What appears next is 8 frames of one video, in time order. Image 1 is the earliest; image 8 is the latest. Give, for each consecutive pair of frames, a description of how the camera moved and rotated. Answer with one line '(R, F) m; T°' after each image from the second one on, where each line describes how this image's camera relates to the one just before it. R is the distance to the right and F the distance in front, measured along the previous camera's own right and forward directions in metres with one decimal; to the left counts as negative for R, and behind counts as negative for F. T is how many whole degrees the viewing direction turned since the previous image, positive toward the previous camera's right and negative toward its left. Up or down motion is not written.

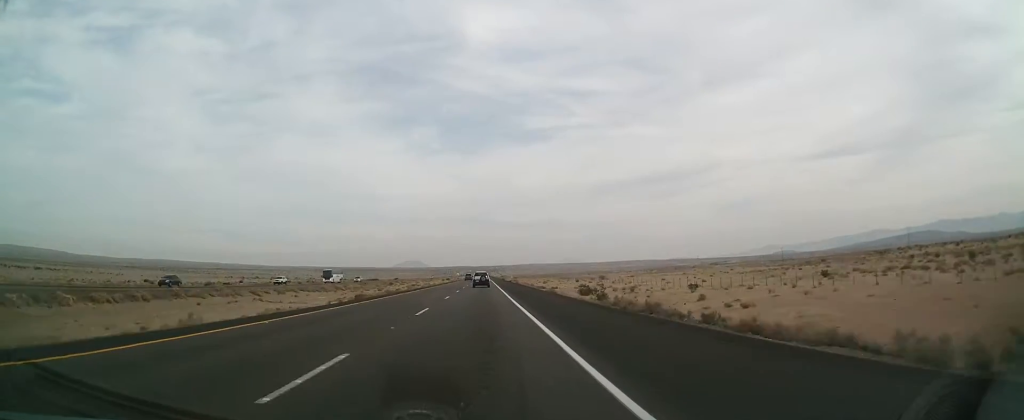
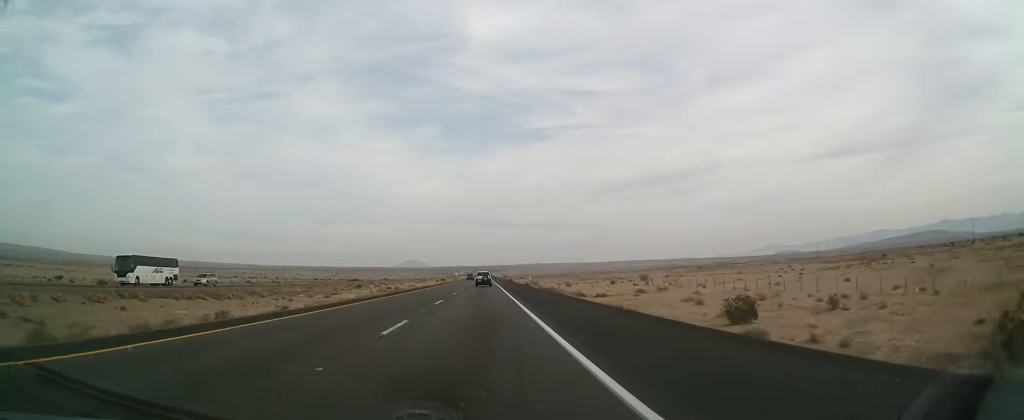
(+0.2, +50.7) m; +1°
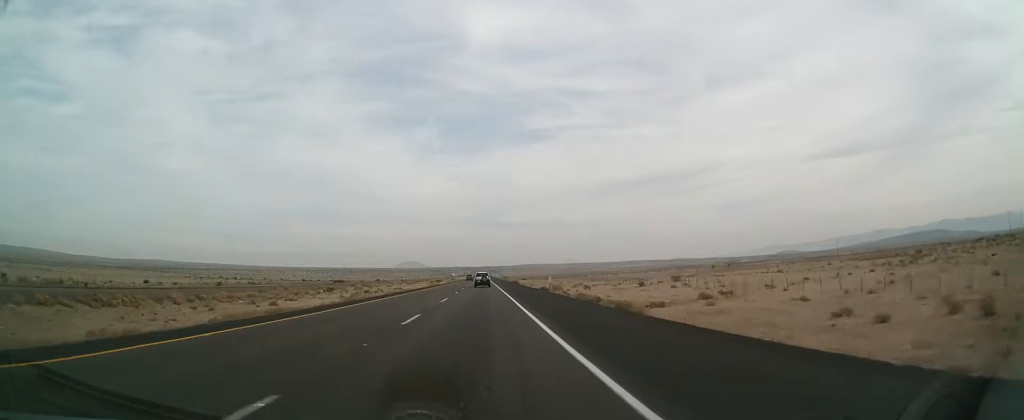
(+0.3, +25.8) m; 0°
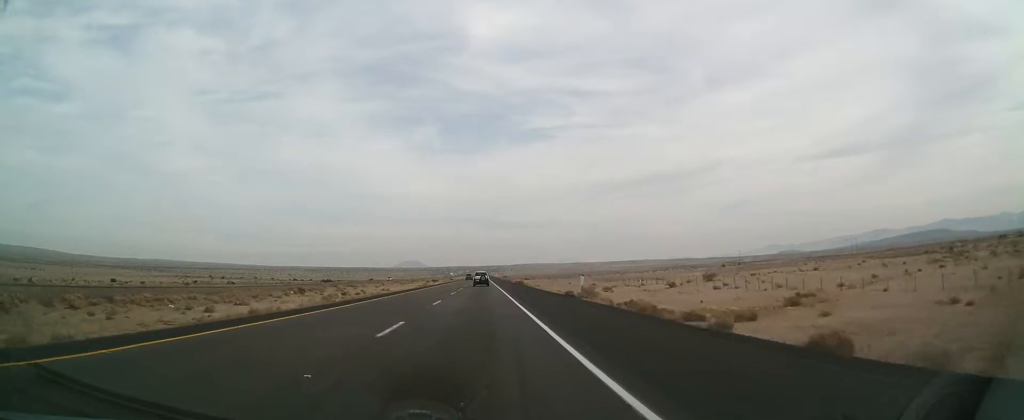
(-0.3, +18.2) m; 0°
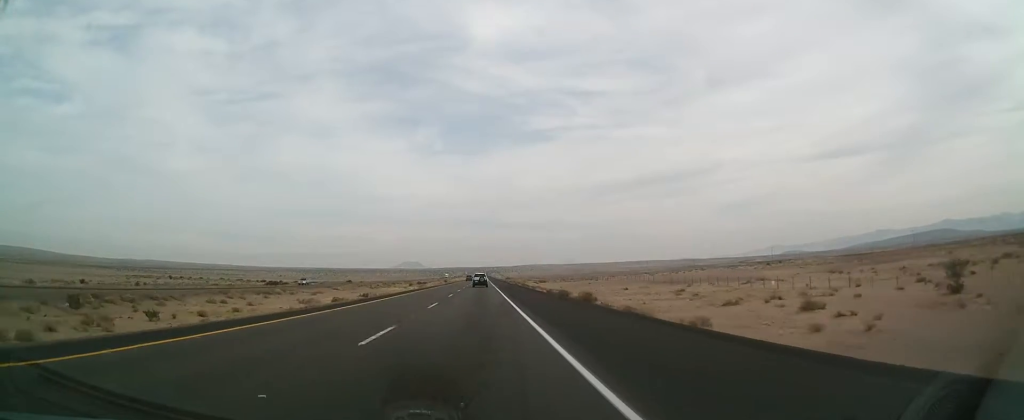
(+0.3, +59.4) m; +1°
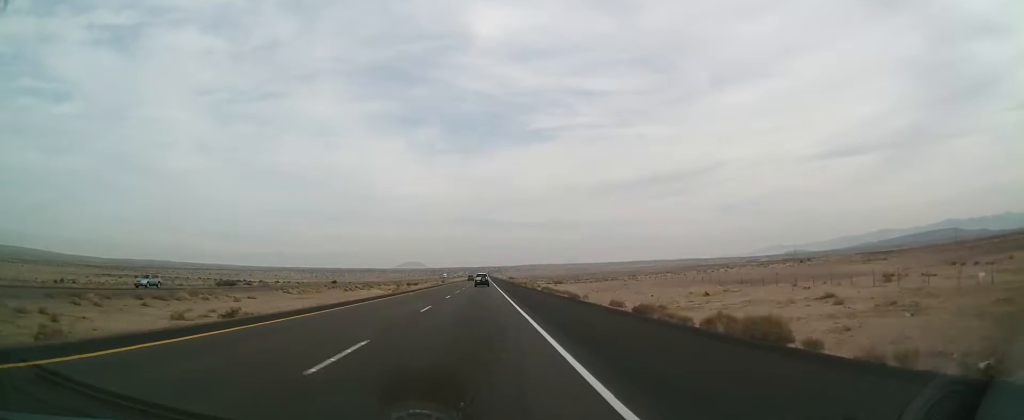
(0.0, +32.6) m; -1°
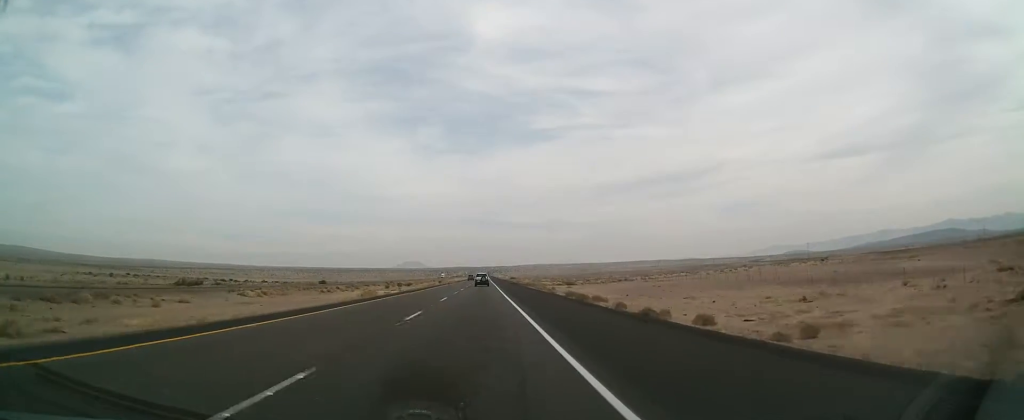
(0.0, +18.6) m; -1°
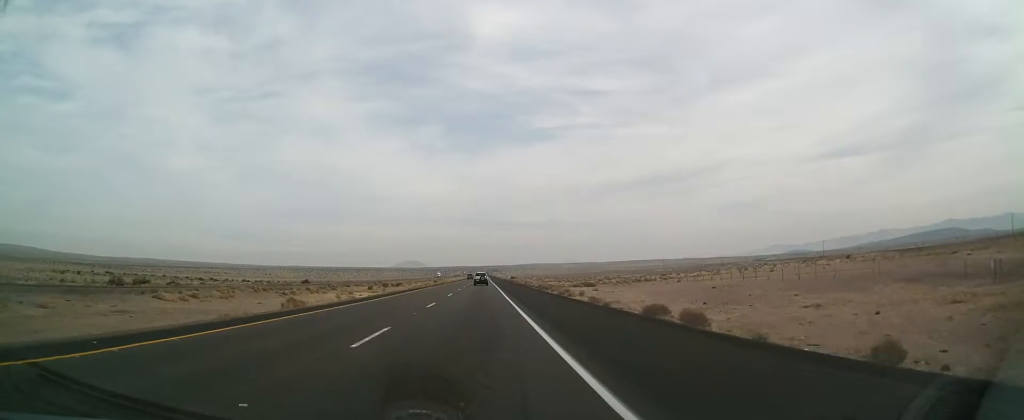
(-0.3, +22.0) m; 0°
